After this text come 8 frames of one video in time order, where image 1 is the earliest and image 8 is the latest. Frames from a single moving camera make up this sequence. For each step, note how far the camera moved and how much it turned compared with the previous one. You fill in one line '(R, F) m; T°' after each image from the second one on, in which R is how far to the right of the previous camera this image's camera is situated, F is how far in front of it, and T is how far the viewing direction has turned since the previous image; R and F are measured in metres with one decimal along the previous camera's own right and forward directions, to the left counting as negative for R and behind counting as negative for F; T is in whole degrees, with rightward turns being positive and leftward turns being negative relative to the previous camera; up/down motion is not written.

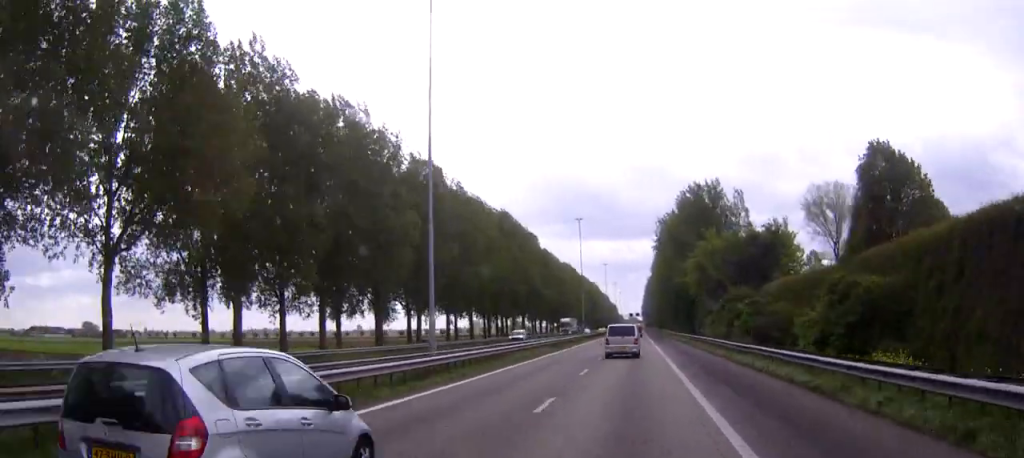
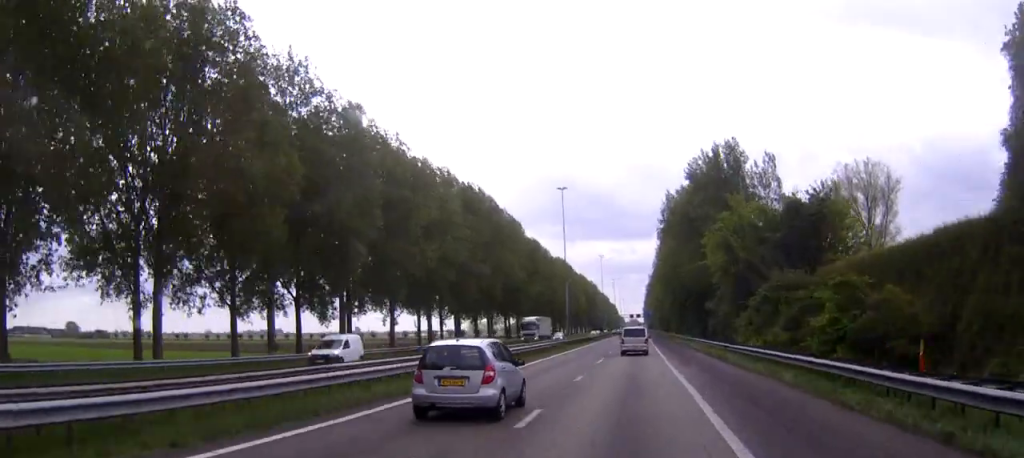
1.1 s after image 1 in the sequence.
(0.0, +26.0) m; 0°
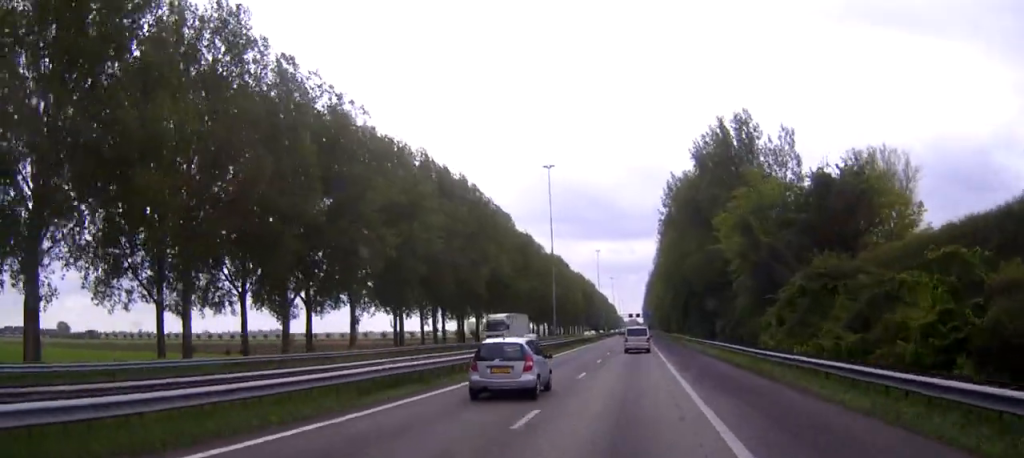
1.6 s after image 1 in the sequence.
(0.0, +12.2) m; 0°
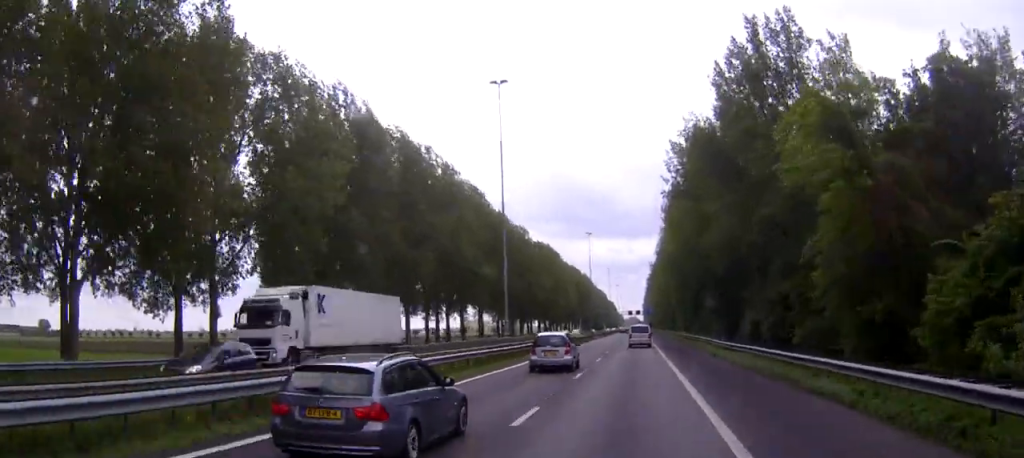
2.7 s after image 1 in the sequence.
(0.0, +26.8) m; 0°
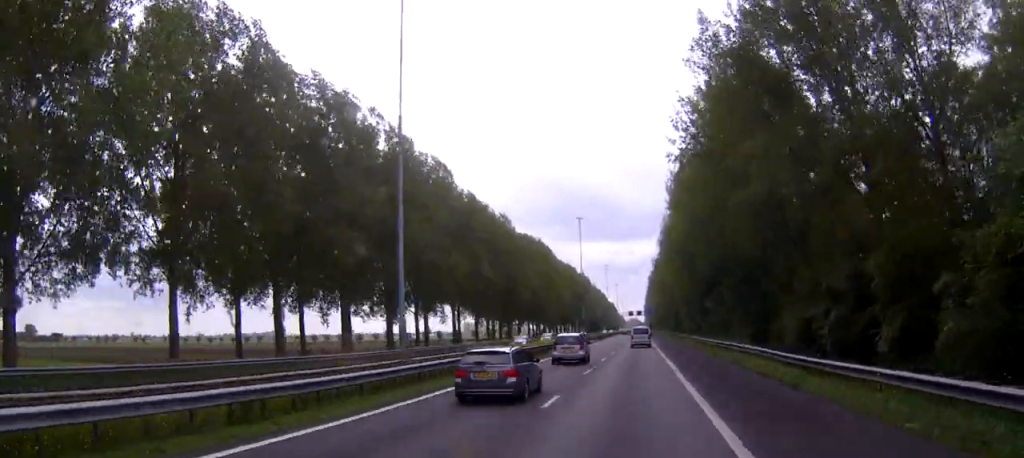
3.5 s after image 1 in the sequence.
(+0.2, +21.0) m; 0°
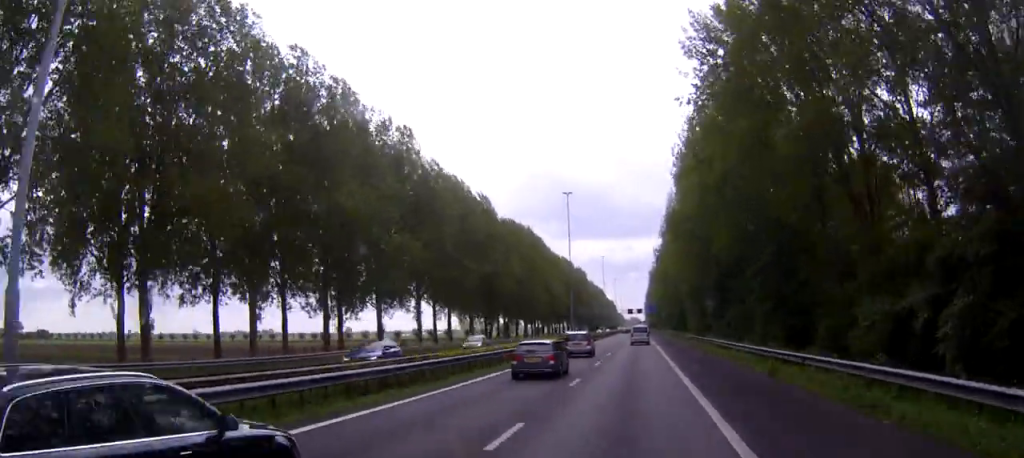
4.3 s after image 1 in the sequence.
(-0.1, +18.5) m; 0°
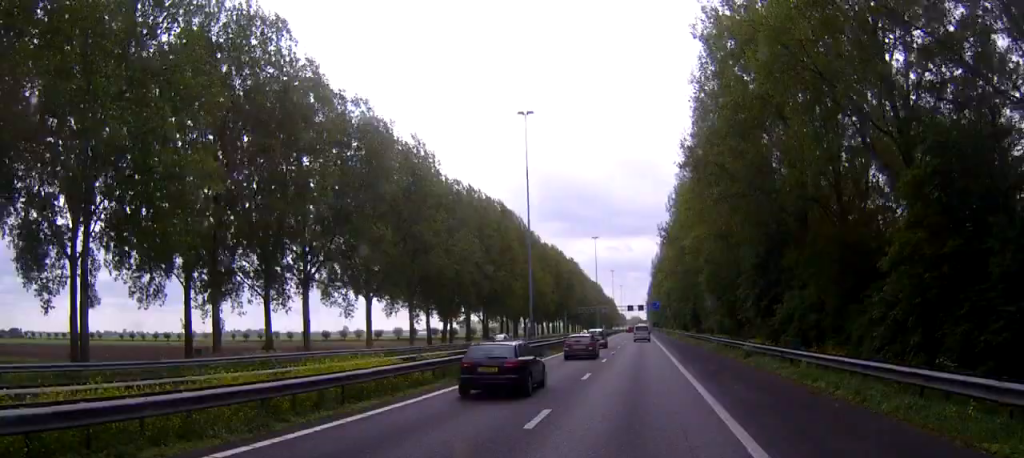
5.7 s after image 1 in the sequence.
(-0.1, +34.5) m; 0°
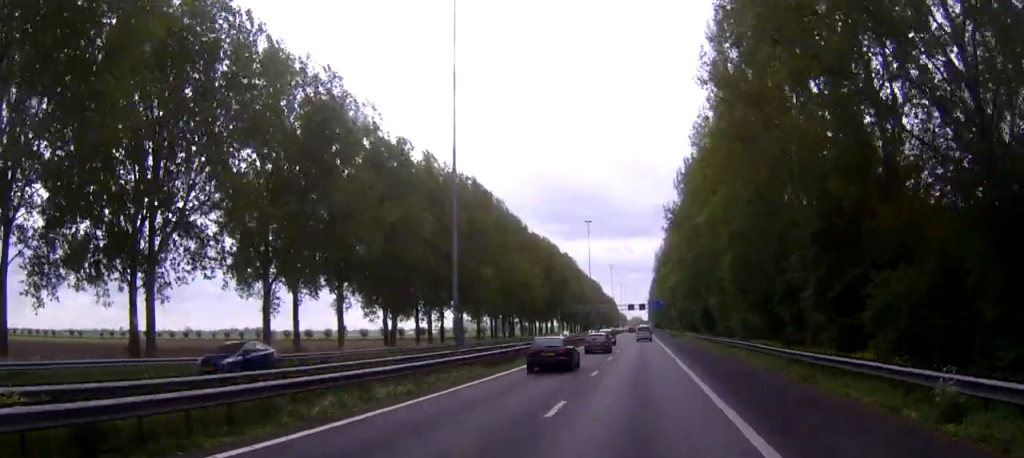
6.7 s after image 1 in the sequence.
(+0.1, +23.0) m; +1°
